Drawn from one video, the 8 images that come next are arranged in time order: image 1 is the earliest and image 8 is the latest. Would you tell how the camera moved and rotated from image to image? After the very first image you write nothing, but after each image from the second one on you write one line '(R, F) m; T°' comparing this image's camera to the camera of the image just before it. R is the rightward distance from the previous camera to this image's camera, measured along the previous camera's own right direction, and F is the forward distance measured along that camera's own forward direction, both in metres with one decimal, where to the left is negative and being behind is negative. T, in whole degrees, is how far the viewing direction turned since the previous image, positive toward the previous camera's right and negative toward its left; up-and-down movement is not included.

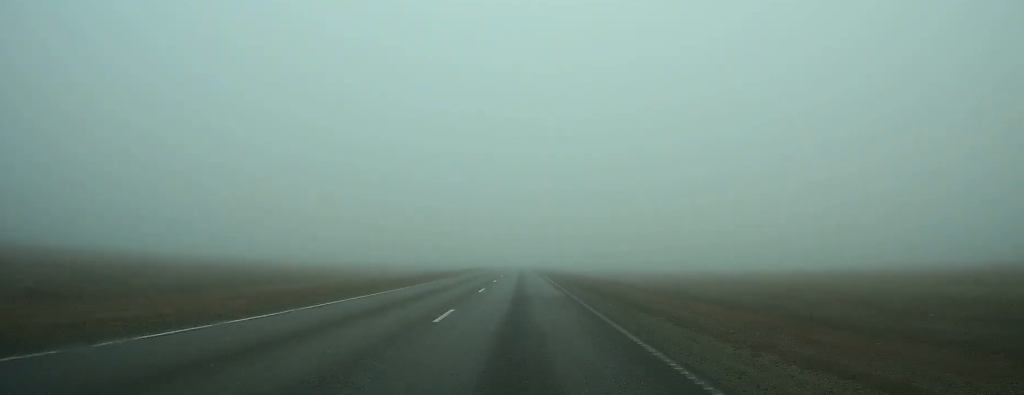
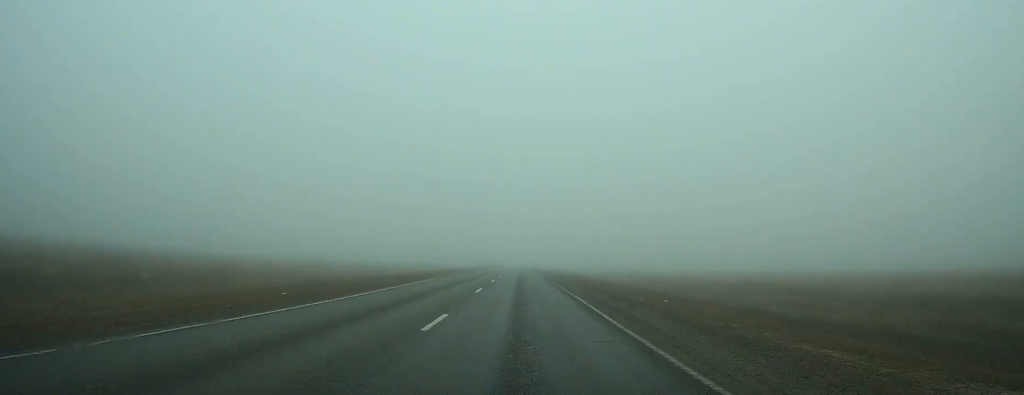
(+0.1, +38.1) m; 0°
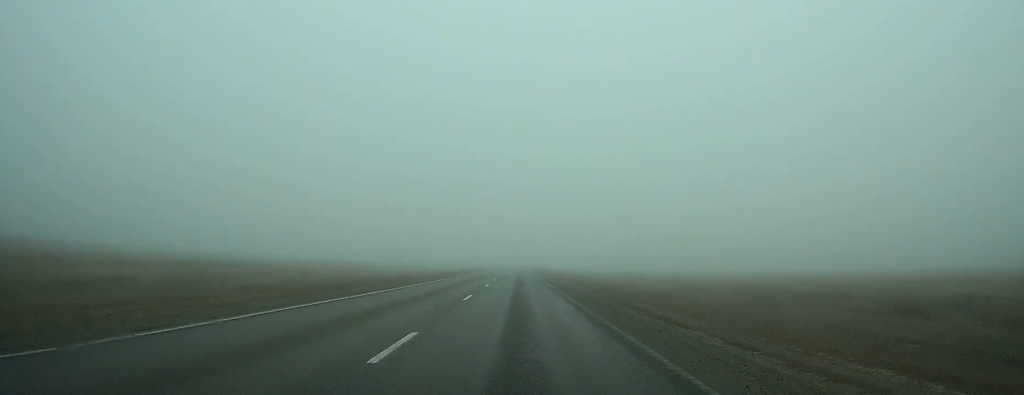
(+0.2, +74.5) m; 0°
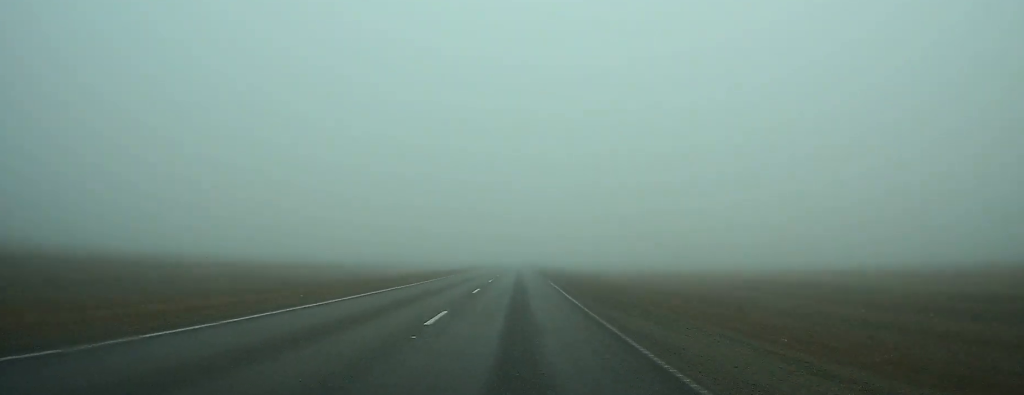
(0.0, +30.0) m; 0°
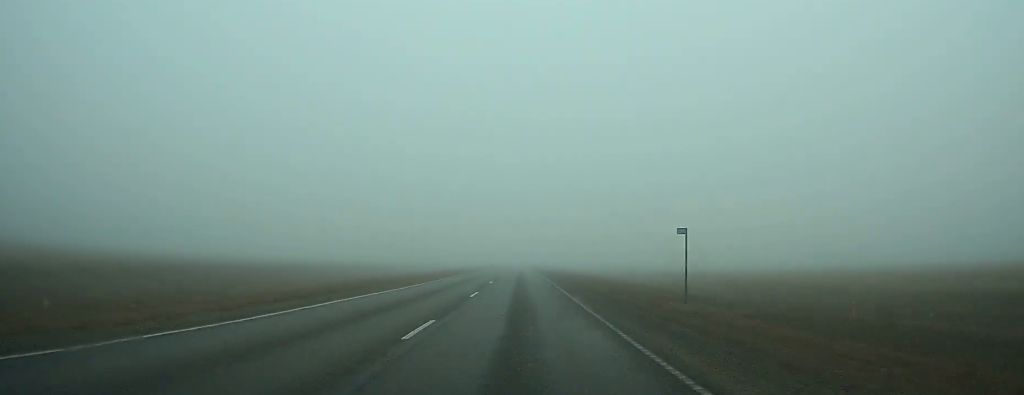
(-0.1, +73.2) m; 0°
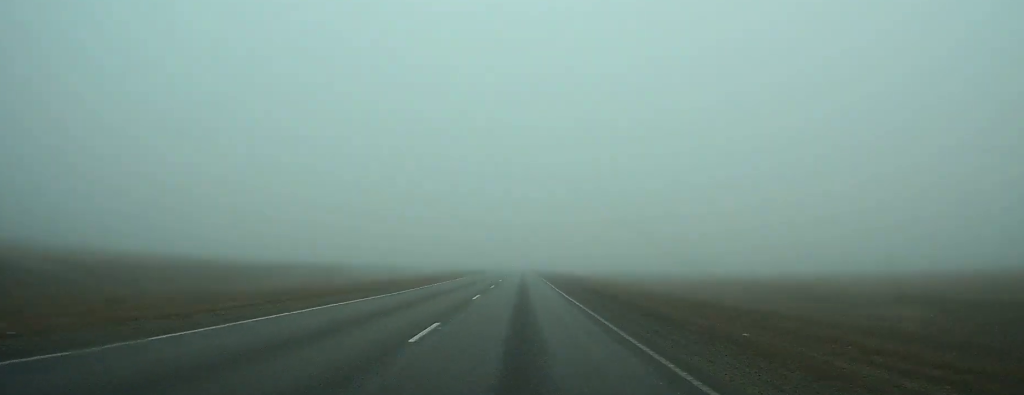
(0.0, +34.7) m; 0°
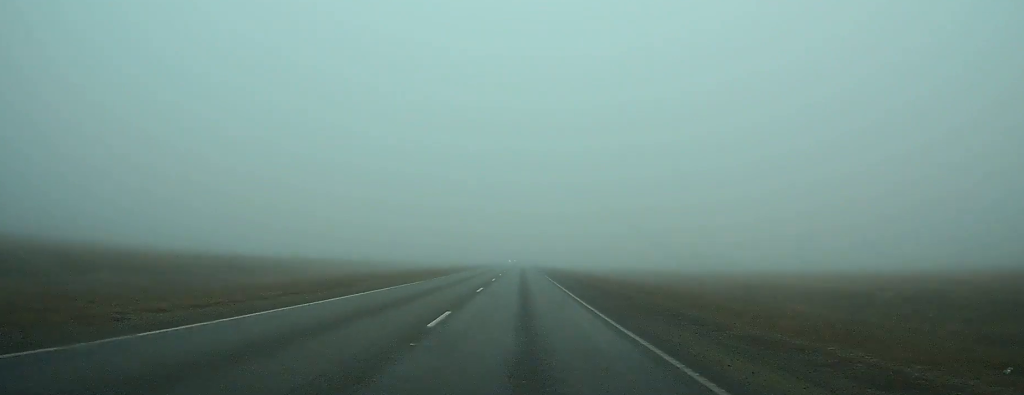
(0.0, +32.1) m; 0°
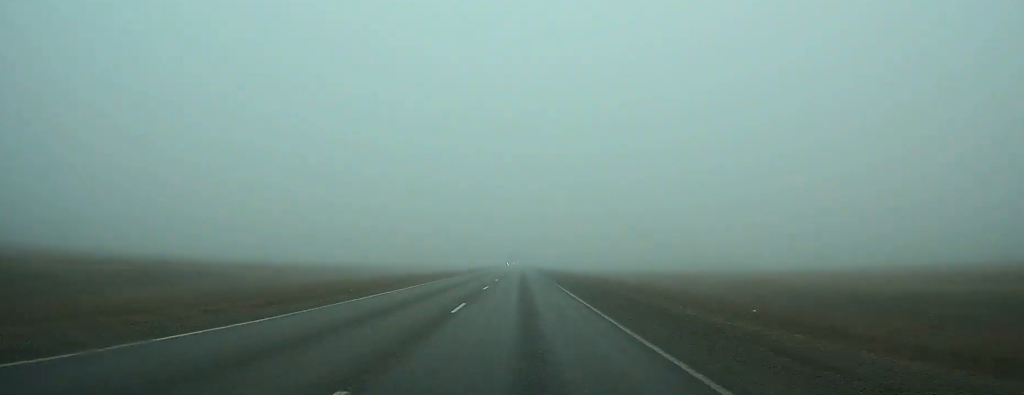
(+0.1, +19.0) m; 0°
